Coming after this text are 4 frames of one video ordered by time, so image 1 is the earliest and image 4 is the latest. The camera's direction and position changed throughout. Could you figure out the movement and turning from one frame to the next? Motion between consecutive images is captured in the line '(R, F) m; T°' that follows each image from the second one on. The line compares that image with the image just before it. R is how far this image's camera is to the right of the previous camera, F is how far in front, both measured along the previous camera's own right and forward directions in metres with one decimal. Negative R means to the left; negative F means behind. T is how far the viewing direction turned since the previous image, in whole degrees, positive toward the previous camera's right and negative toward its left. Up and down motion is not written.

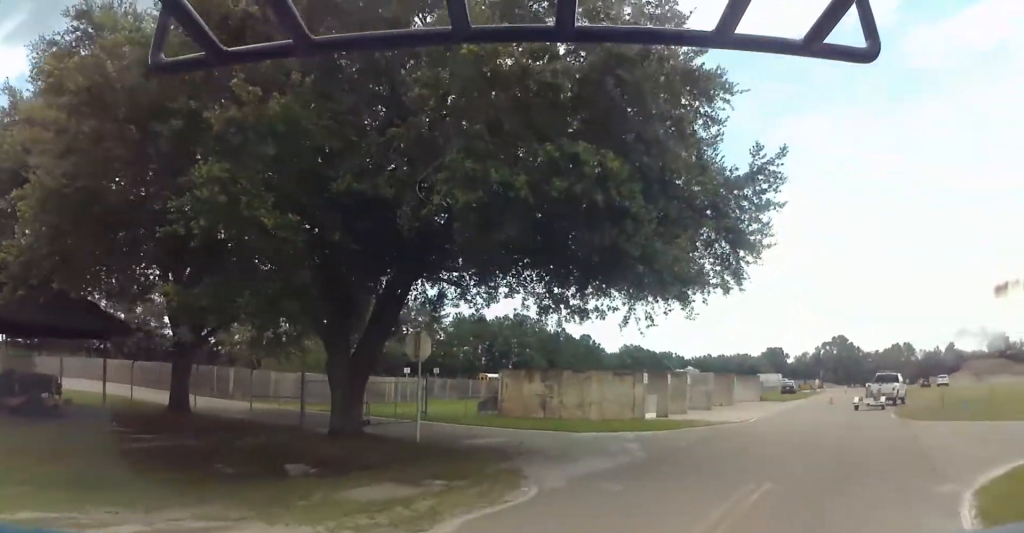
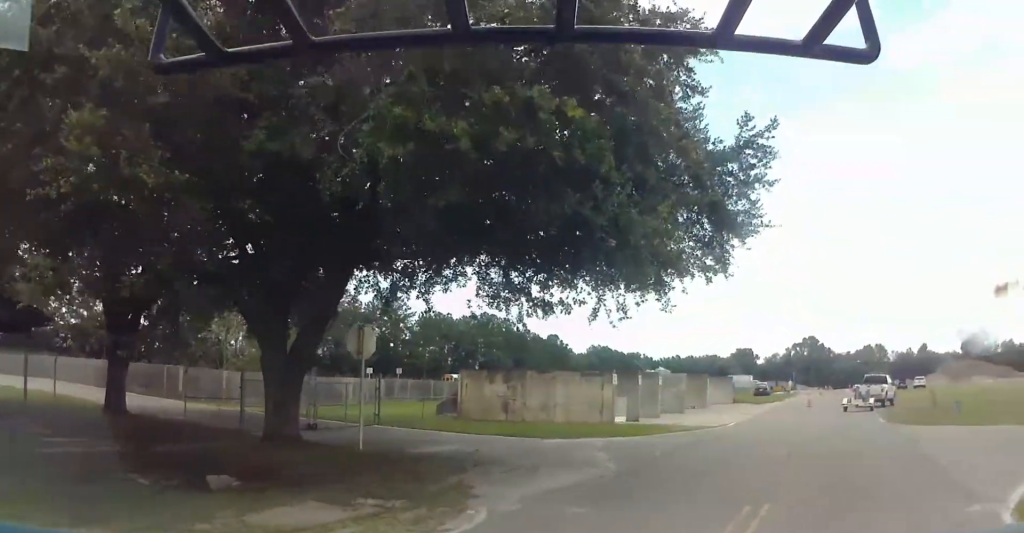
(+0.1, +2.0) m; +3°
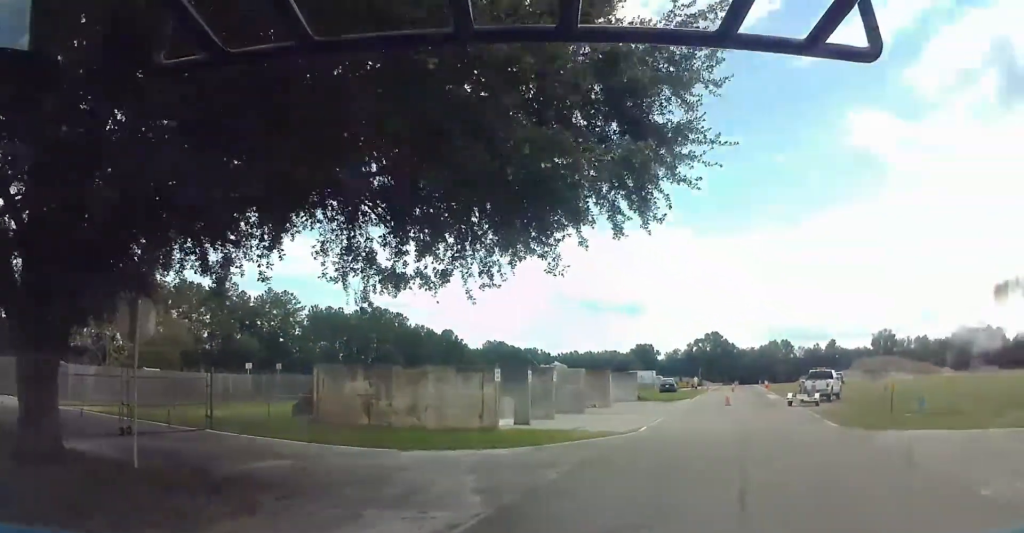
(+0.2, +5.9) m; +5°
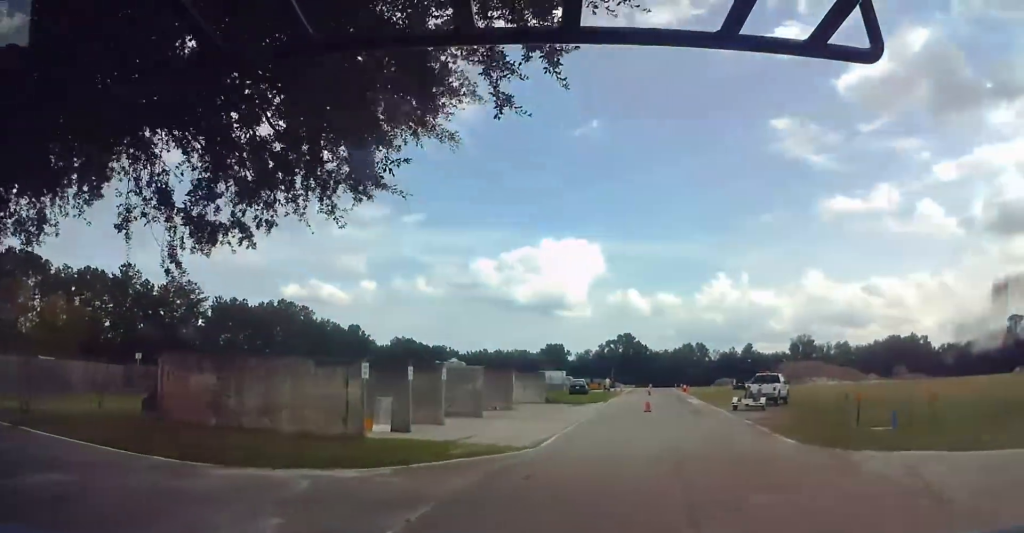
(+0.3, +5.5) m; +6°
